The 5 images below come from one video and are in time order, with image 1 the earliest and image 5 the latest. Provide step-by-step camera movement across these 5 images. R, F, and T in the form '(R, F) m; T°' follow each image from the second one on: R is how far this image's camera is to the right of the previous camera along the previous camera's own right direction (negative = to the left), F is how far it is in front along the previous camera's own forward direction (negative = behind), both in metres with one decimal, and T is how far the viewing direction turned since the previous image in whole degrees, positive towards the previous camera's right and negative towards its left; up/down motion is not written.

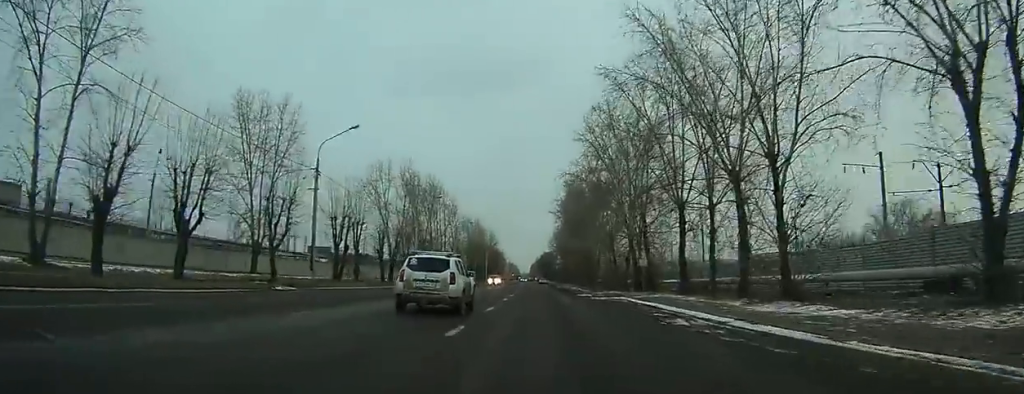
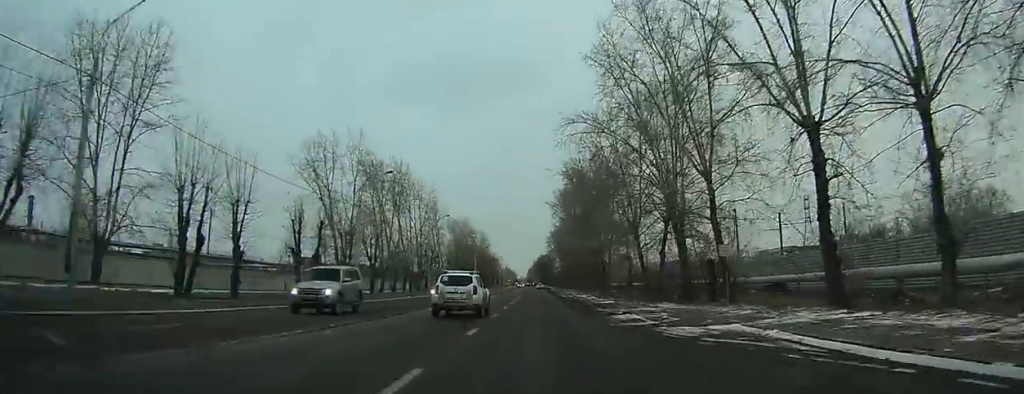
(+0.5, +21.4) m; +1°
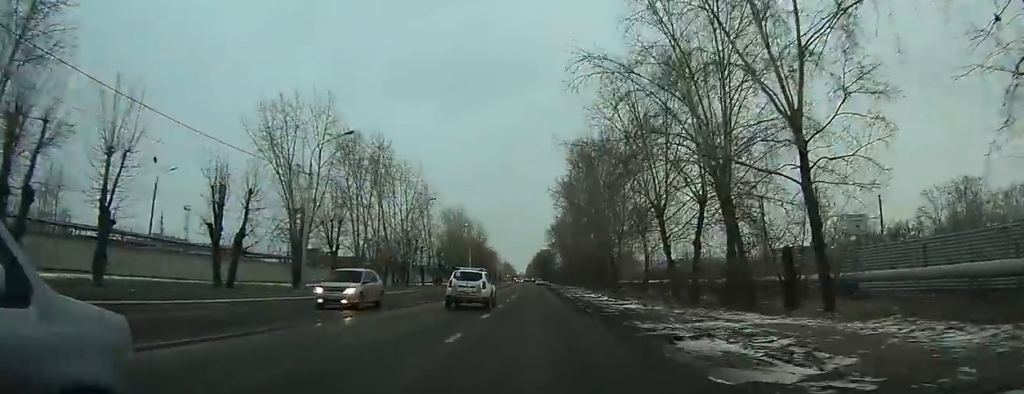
(0.0, +10.9) m; 0°
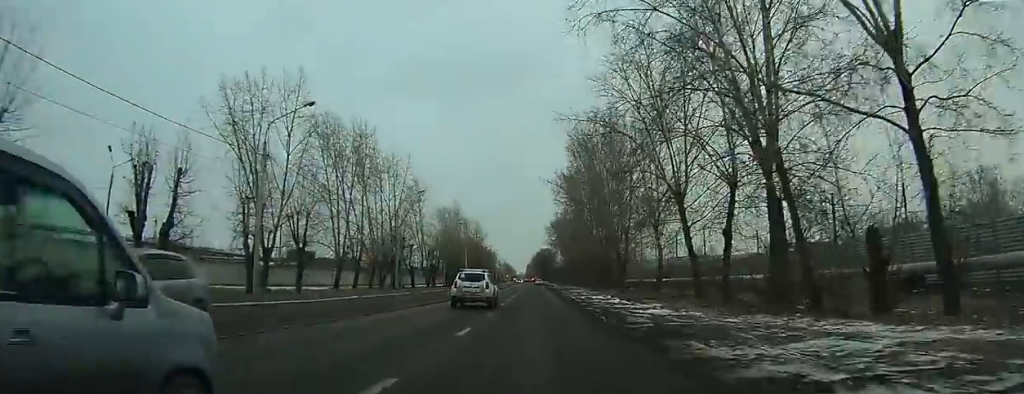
(0.0, +6.6) m; 0°
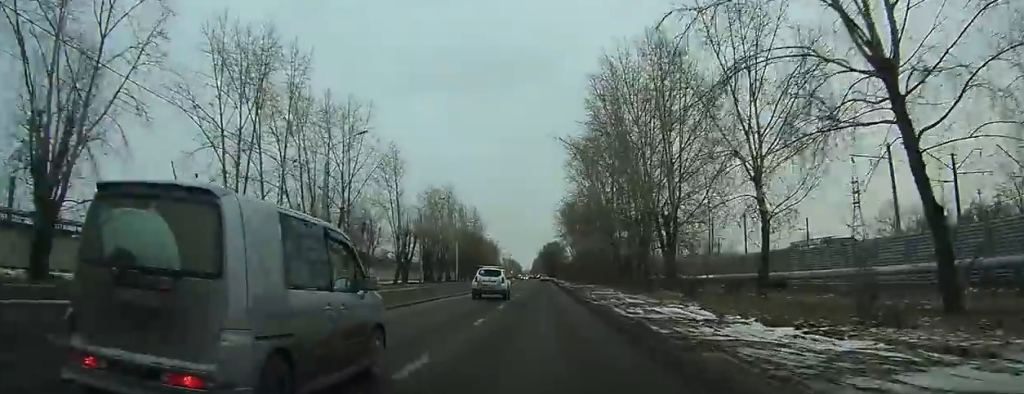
(0.0, +23.2) m; 0°
